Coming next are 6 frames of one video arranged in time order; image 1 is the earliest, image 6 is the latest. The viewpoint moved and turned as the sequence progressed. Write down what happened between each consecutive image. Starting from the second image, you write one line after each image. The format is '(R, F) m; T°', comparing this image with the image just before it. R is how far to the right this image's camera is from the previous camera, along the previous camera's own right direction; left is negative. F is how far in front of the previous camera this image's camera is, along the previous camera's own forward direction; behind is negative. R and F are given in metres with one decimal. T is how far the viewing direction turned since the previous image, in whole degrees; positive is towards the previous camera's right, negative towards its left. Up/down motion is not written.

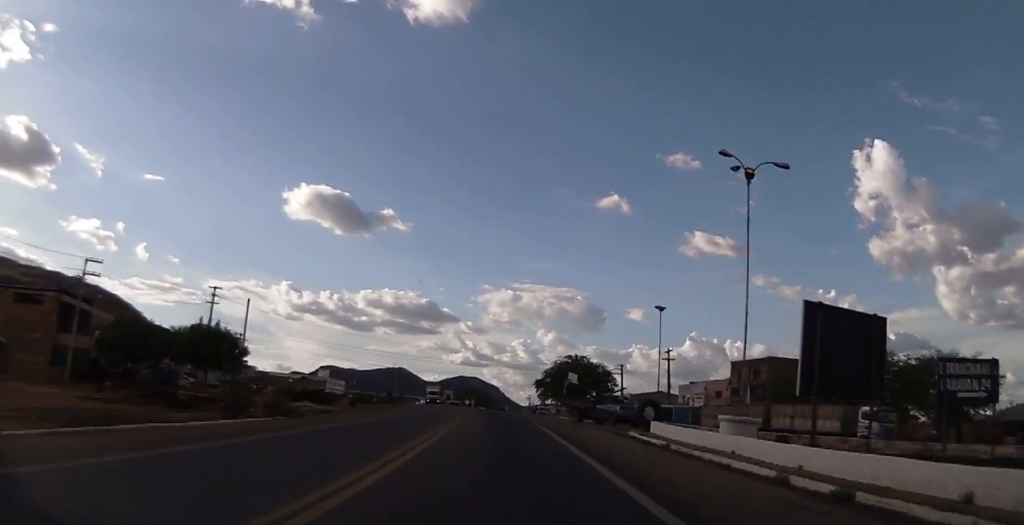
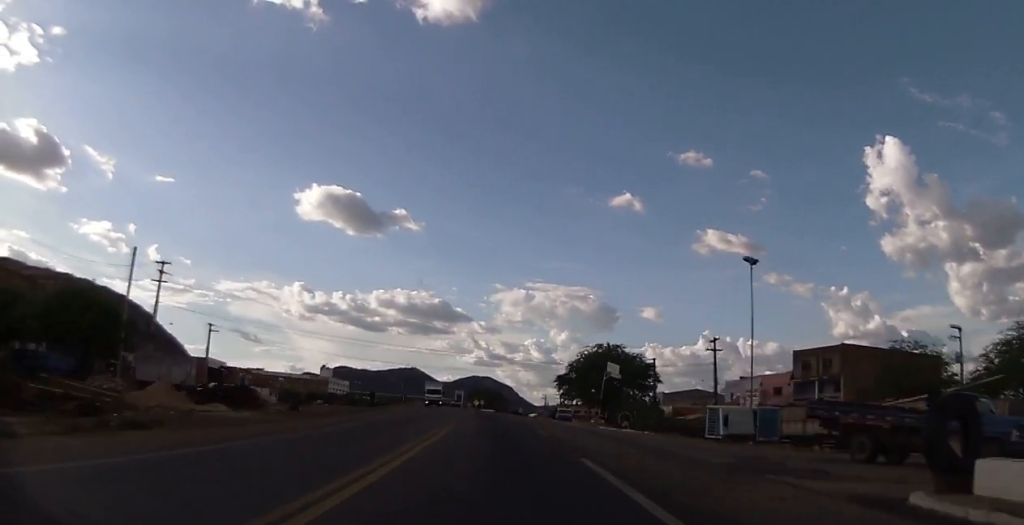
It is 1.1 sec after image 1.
(-0.6, +18.5) m; -1°
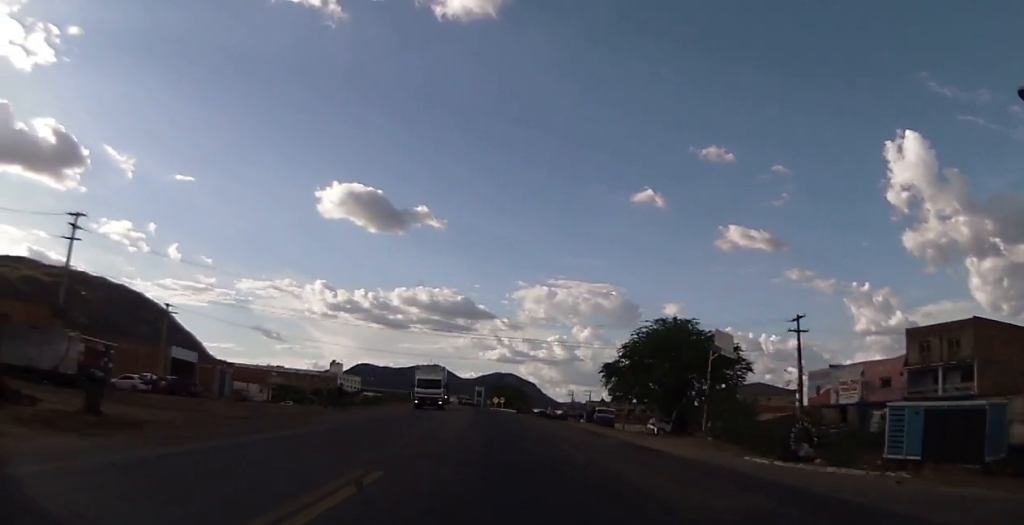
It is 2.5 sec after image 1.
(+0.2, +21.3) m; -1°
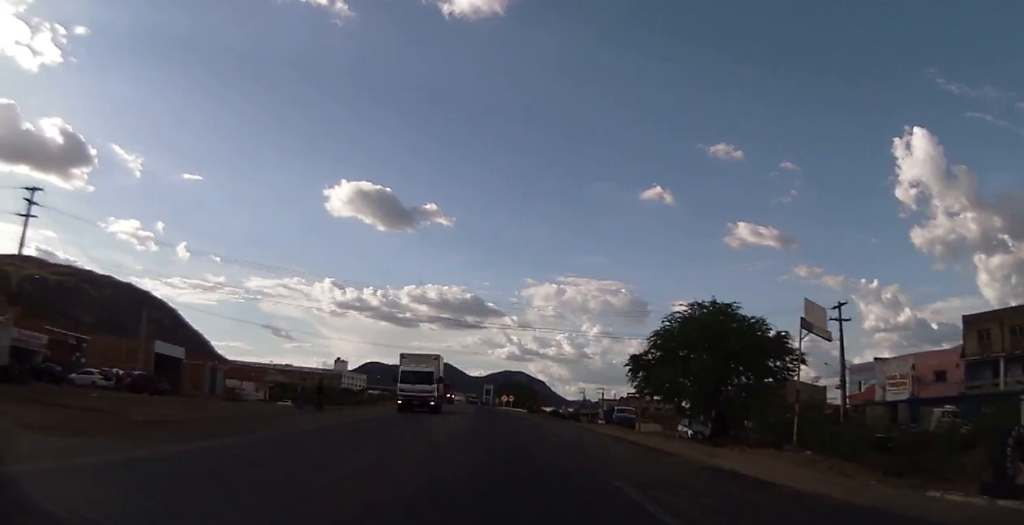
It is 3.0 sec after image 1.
(-0.1, +7.8) m; -1°
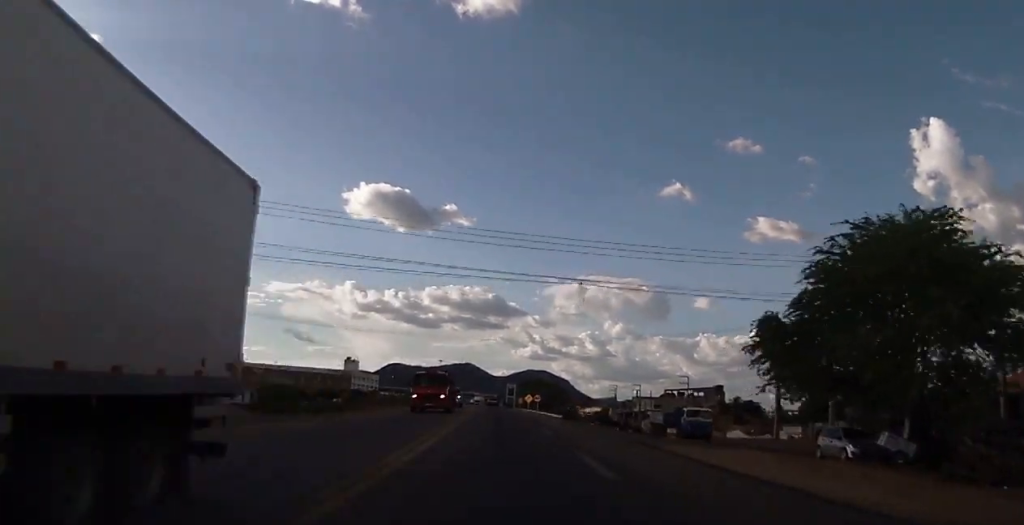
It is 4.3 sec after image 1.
(-0.6, +20.6) m; -2°
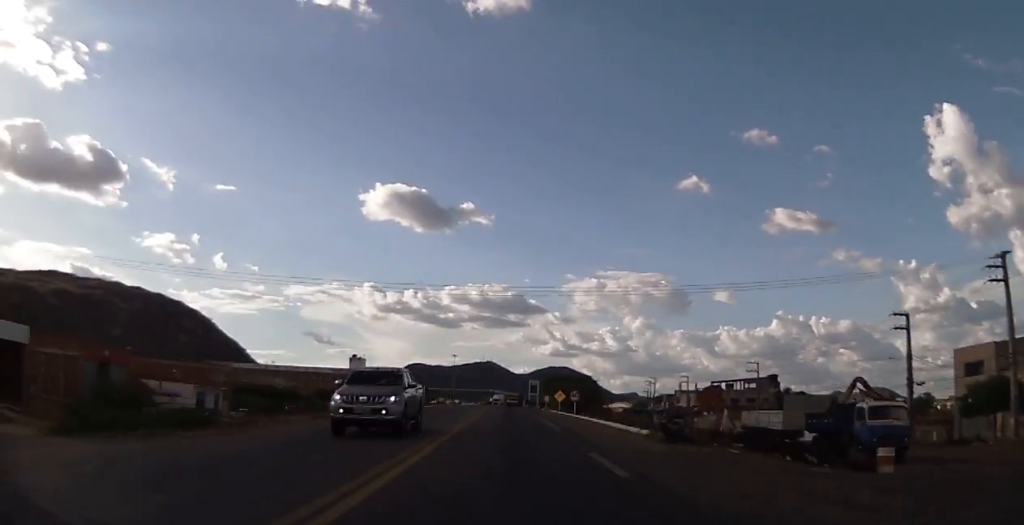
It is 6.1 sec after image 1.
(-0.1, +24.9) m; -2°
